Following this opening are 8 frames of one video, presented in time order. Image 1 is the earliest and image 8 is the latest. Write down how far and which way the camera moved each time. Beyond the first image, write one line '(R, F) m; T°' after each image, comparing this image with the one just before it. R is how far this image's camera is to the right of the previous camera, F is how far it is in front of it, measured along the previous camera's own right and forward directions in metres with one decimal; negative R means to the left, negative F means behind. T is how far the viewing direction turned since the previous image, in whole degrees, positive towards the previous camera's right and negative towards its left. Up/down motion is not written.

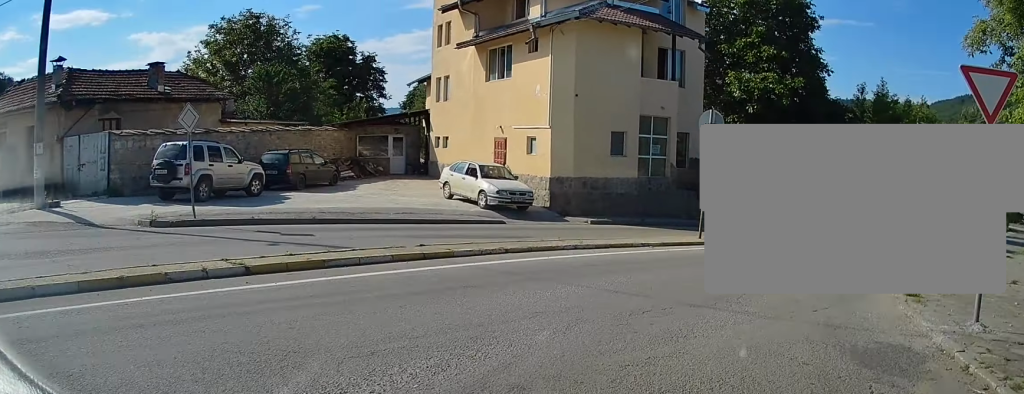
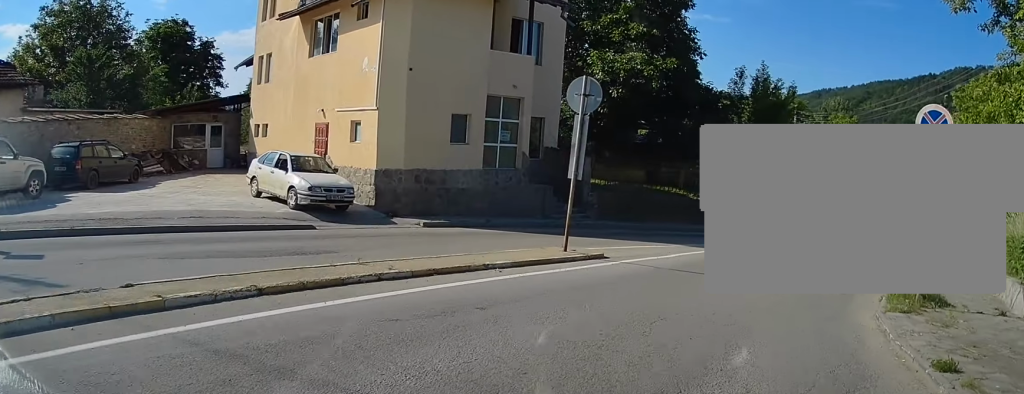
(+0.4, +4.4) m; +13°
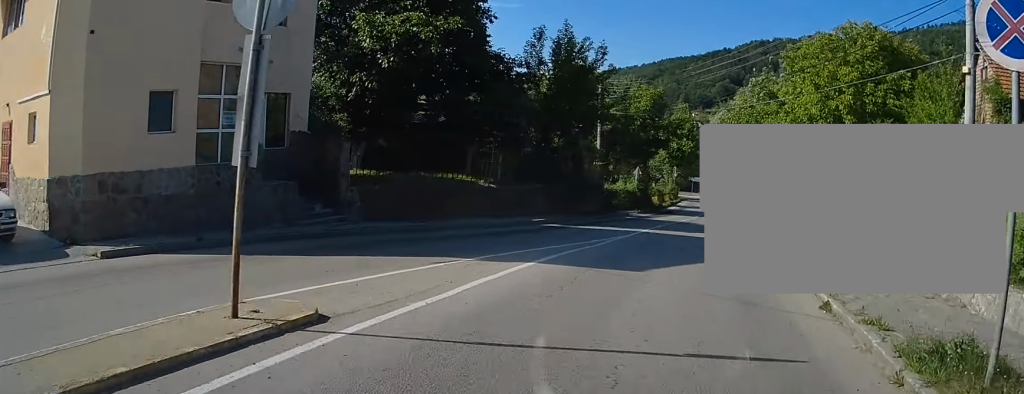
(+1.0, +6.2) m; +12°
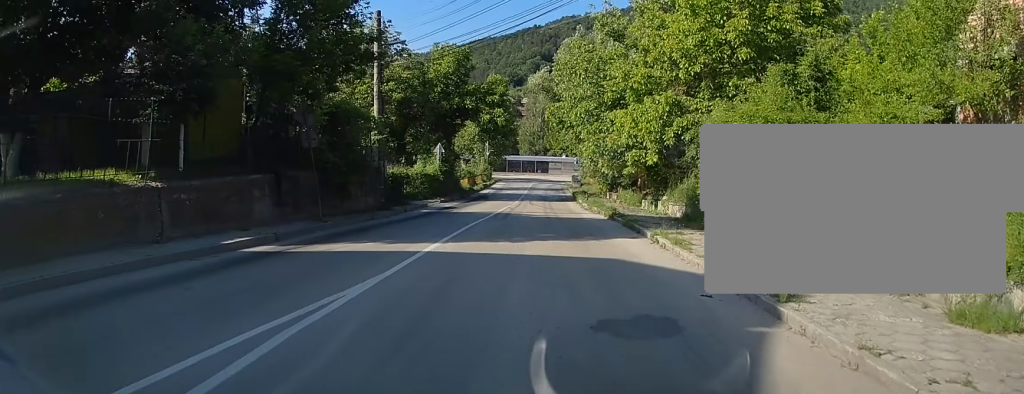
(+1.5, +12.6) m; +12°
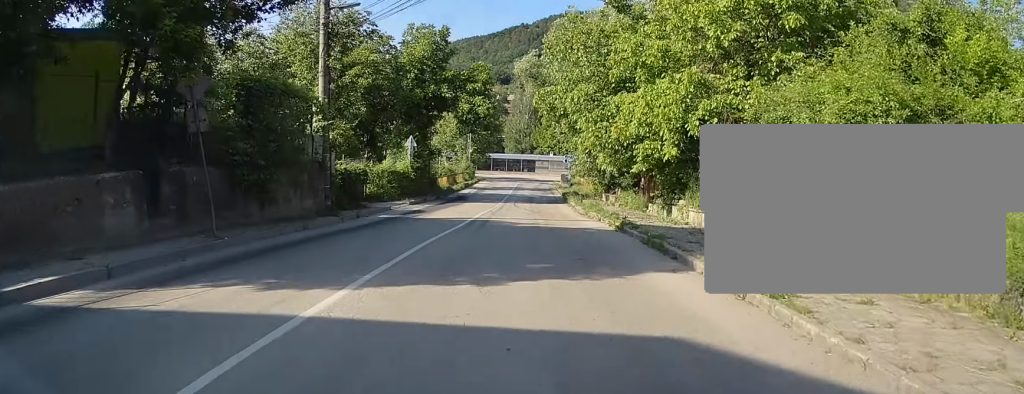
(+0.2, +6.1) m; +3°
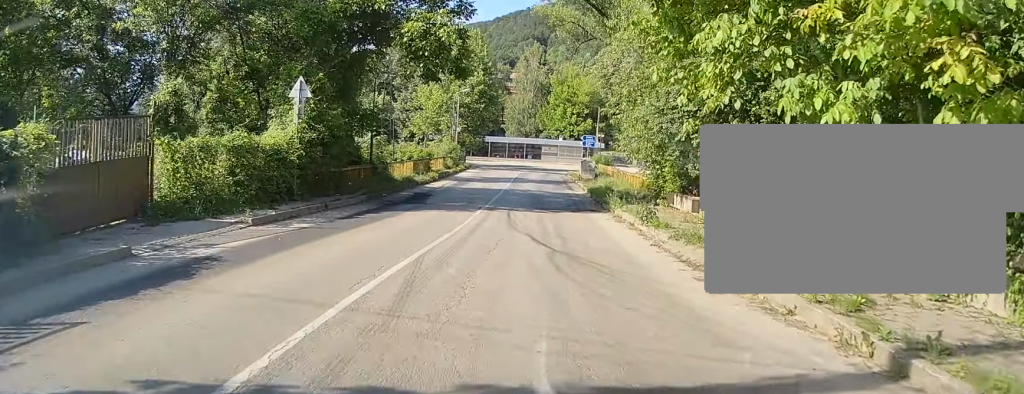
(+0.2, +21.2) m; 0°
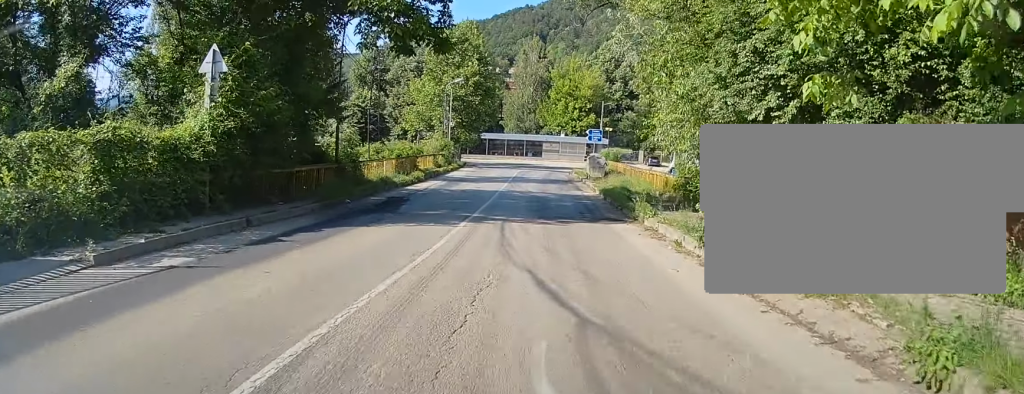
(0.0, +5.8) m; 0°
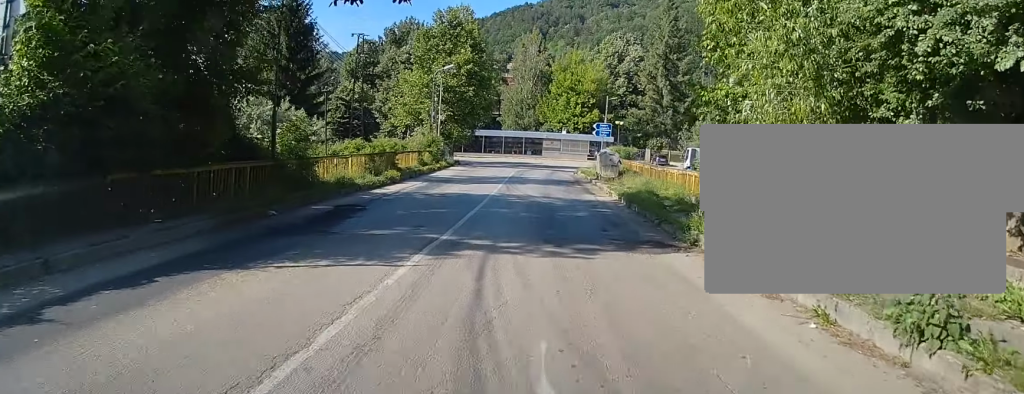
(+0.1, +6.5) m; 0°
